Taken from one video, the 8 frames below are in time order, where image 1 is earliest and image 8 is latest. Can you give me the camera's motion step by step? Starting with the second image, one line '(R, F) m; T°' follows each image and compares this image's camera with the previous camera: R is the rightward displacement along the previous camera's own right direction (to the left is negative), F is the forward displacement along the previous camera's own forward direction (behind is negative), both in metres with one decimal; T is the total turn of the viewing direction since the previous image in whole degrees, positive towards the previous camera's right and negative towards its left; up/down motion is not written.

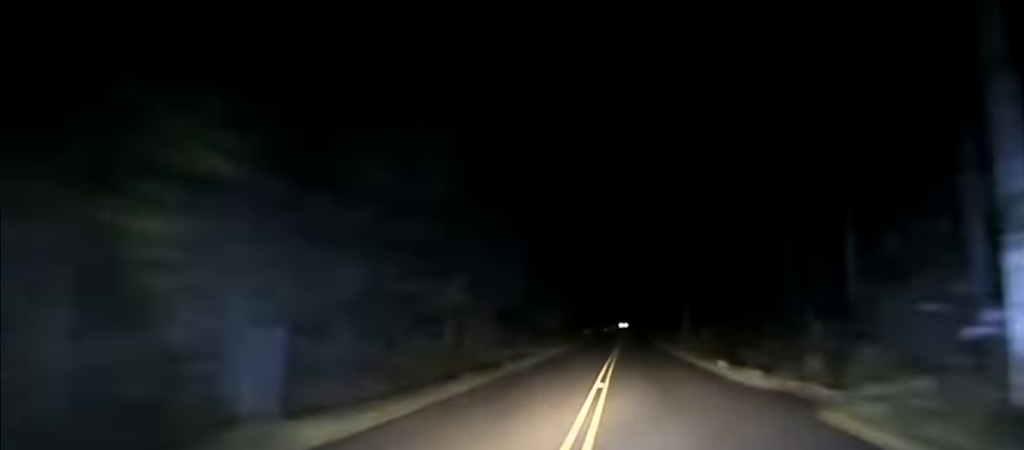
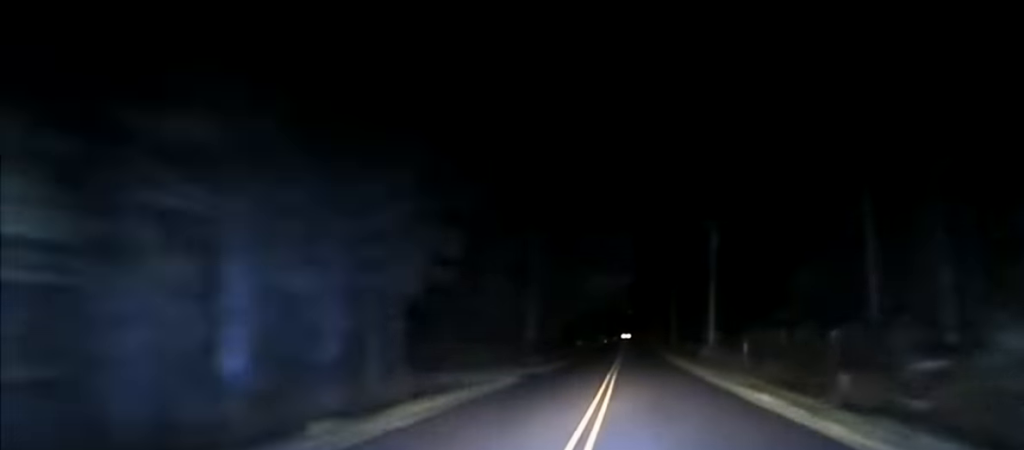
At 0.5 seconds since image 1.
(0.0, +22.4) m; 0°
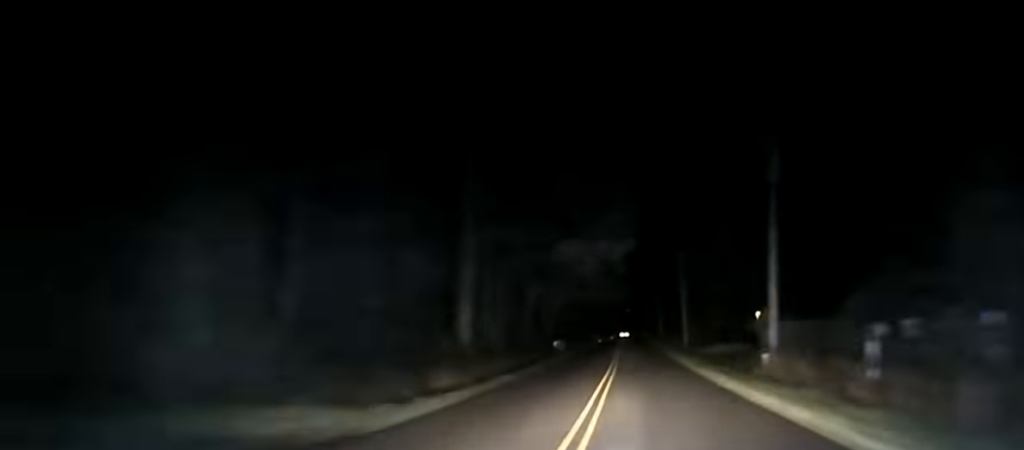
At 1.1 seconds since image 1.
(0.0, +27.0) m; 0°
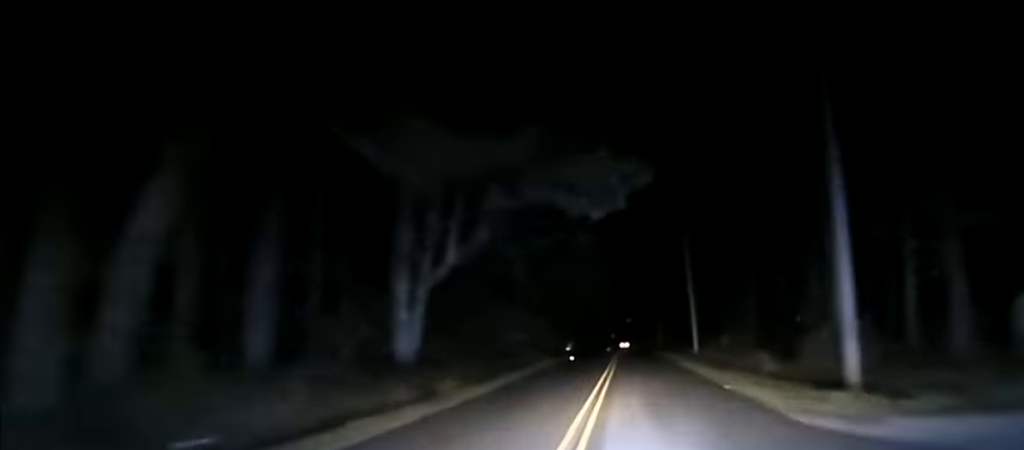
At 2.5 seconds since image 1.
(+0.3, +66.7) m; +1°
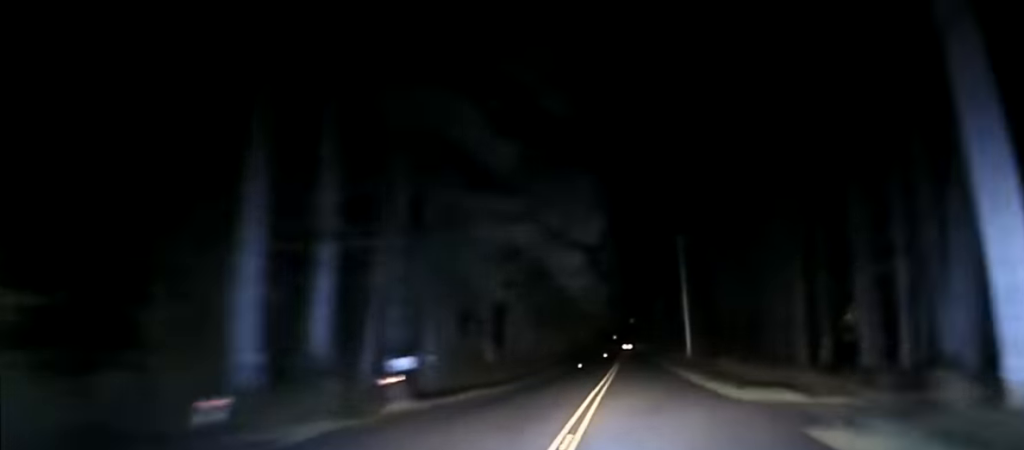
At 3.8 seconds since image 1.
(+0.2, +60.5) m; 0°
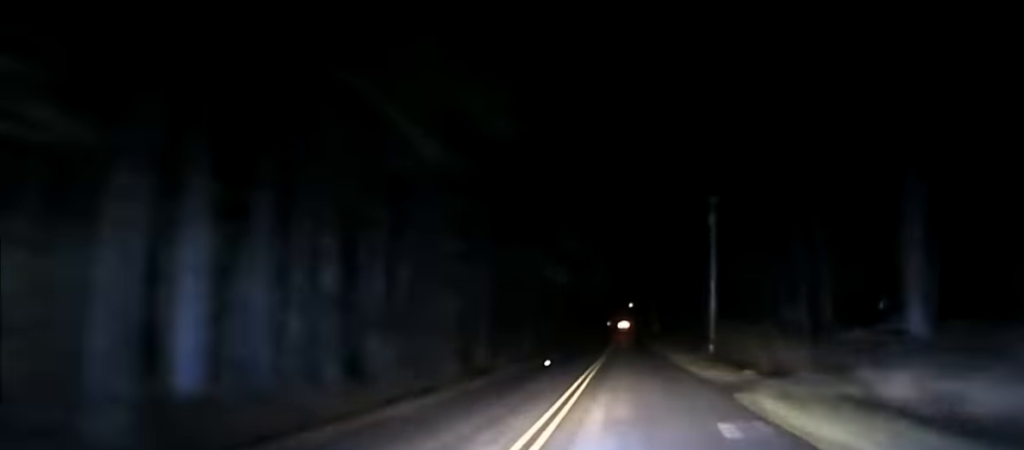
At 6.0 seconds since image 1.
(-1.1, +110.5) m; -1°
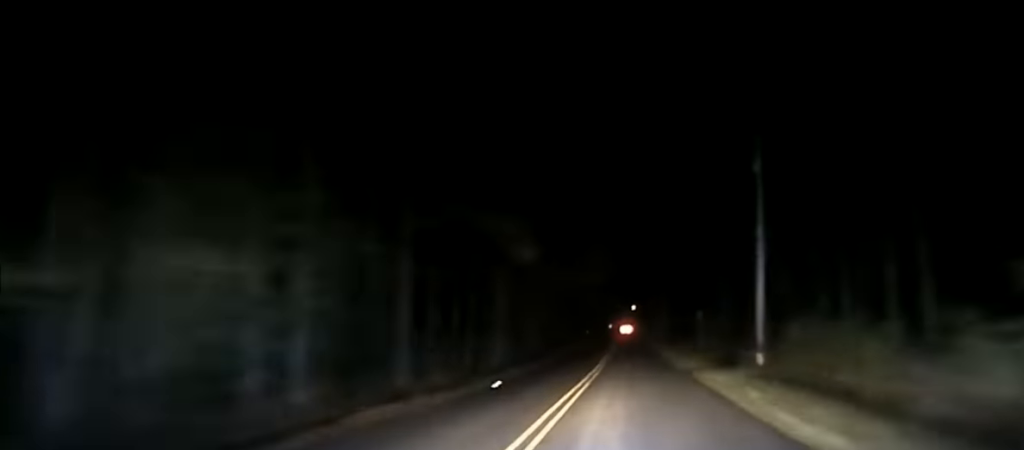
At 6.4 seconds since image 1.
(+0.2, +20.2) m; 0°
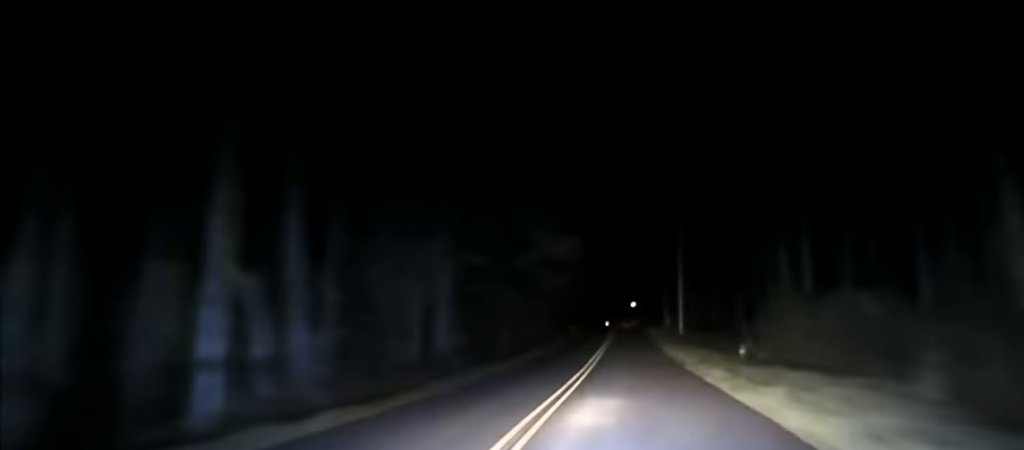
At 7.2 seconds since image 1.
(+0.1, +43.4) m; 0°
